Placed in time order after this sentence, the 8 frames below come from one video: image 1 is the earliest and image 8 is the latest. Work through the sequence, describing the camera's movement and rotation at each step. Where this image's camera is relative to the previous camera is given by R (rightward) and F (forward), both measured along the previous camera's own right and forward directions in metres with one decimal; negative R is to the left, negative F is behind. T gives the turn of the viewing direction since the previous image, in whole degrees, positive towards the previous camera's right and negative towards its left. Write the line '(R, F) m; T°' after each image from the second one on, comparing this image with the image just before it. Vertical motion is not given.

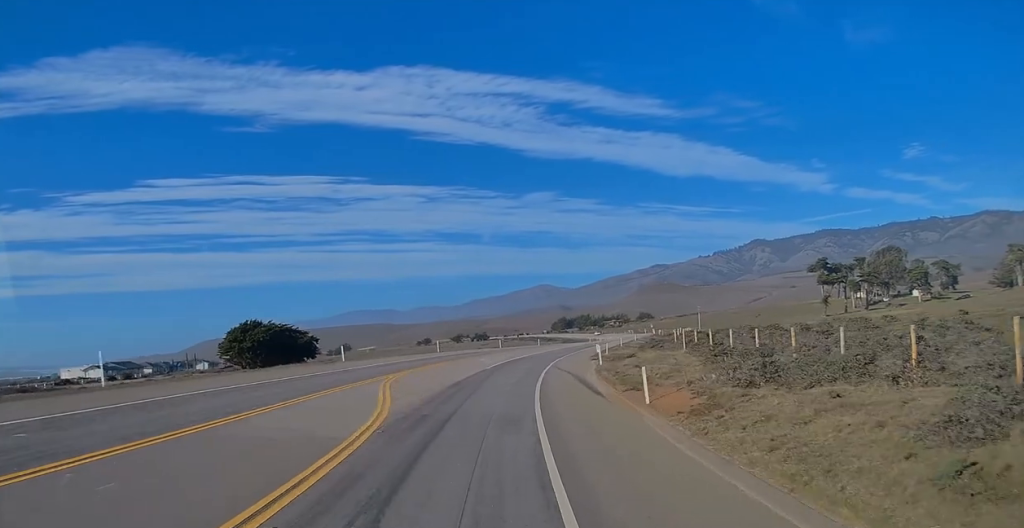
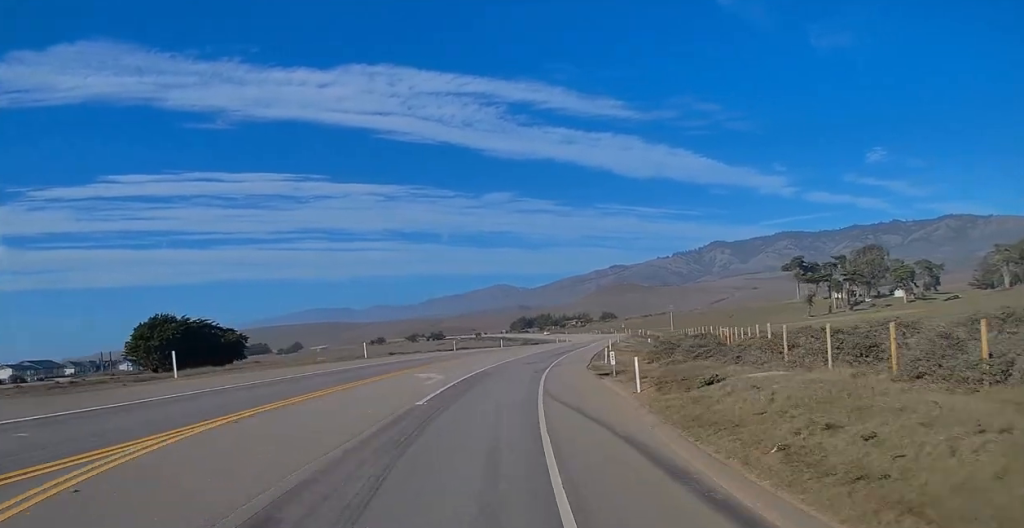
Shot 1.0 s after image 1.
(0.0, +21.3) m; 0°
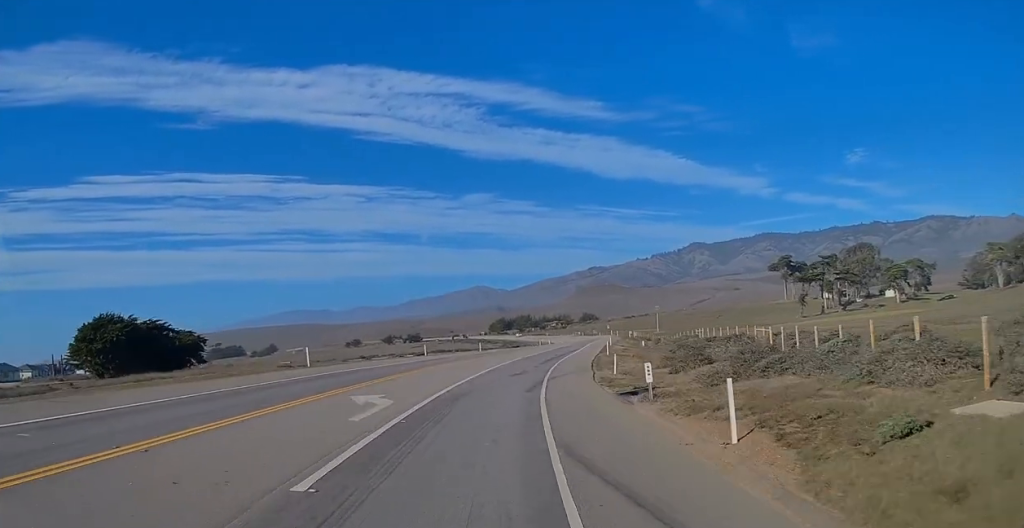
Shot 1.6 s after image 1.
(0.0, +11.1) m; +1°
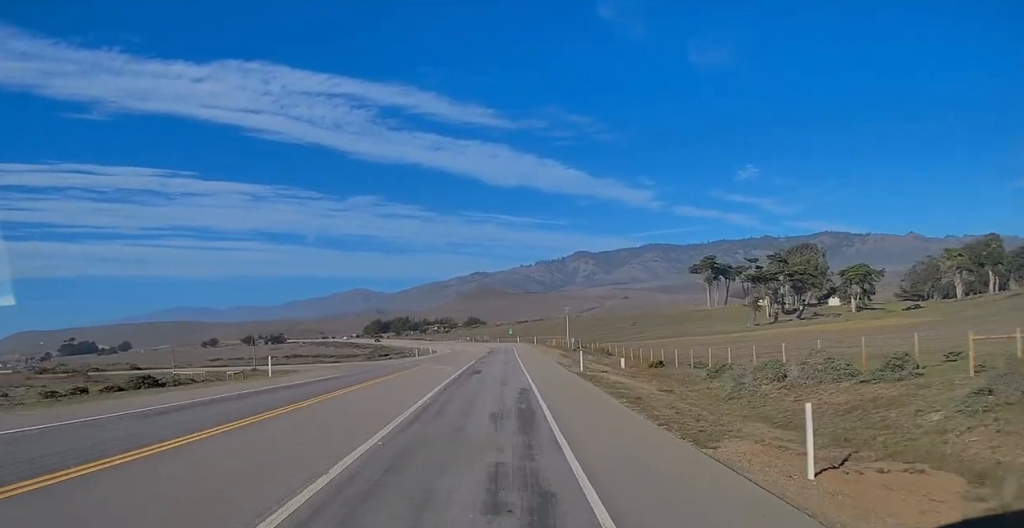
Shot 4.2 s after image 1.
(+5.1, +50.7) m; +12°
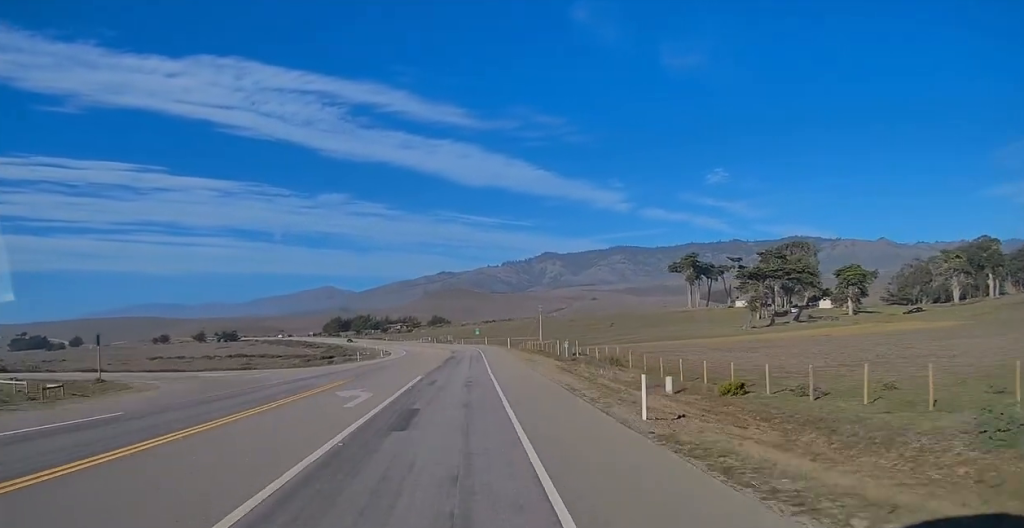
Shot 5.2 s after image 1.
(+0.6, +20.5) m; +2°
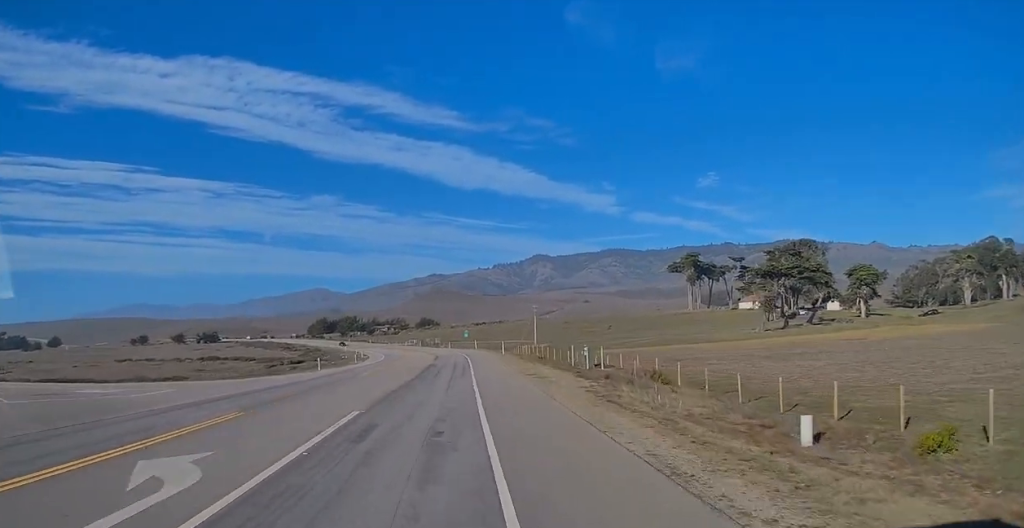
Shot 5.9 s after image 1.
(0.0, +14.3) m; 0°
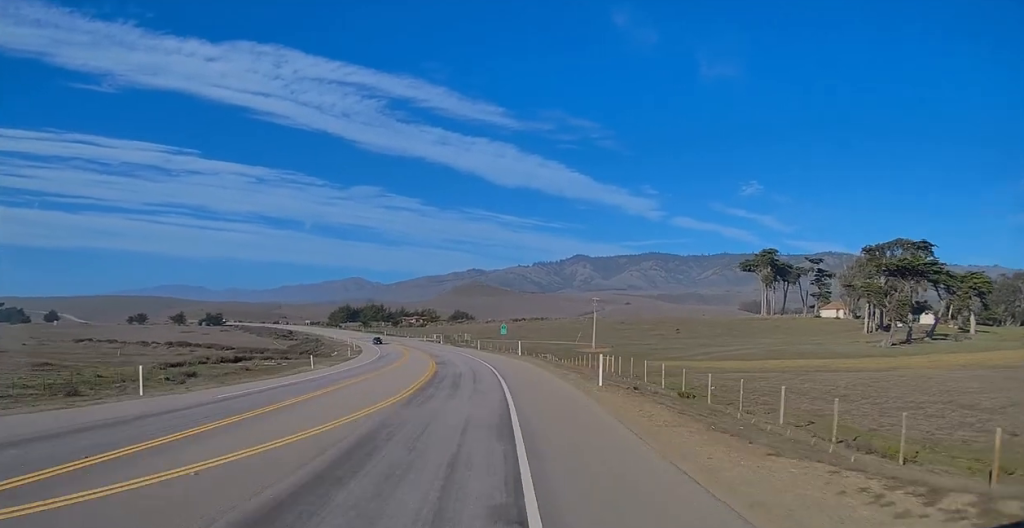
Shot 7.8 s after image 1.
(-0.1, +41.4) m; -1°
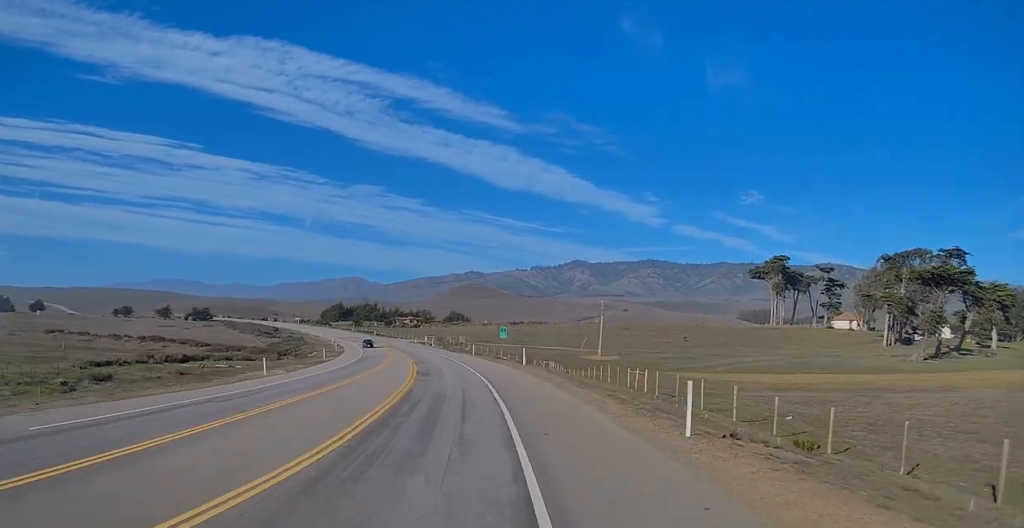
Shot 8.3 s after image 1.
(+0.3, +12.3) m; -2°
